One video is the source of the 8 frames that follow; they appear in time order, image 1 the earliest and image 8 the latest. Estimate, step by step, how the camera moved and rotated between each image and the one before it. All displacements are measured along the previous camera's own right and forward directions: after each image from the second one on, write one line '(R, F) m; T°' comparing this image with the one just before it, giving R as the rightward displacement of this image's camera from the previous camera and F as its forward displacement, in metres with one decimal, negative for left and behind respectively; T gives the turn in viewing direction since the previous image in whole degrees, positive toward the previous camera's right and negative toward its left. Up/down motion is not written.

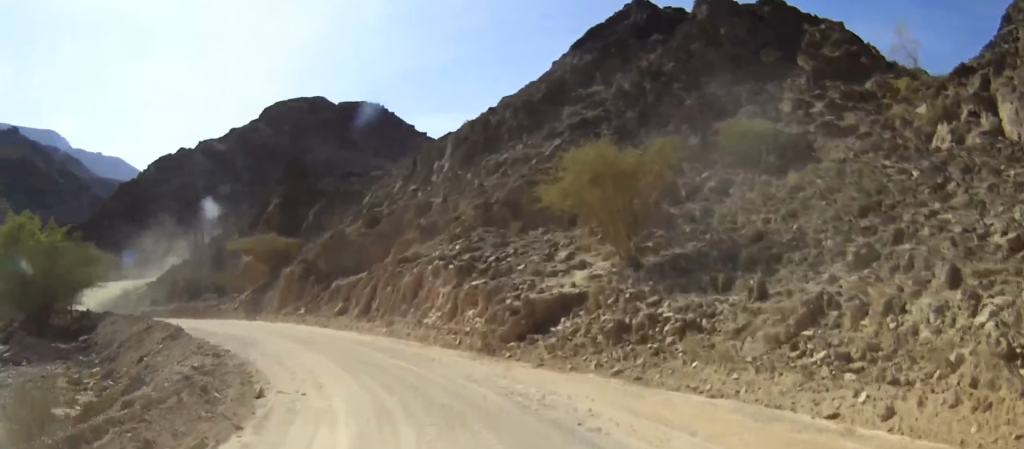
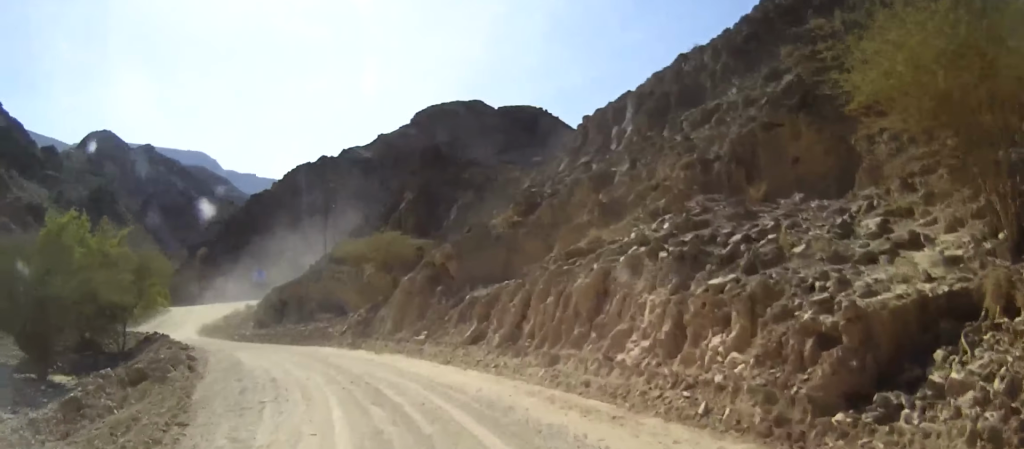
(-0.5, +12.8) m; -8°
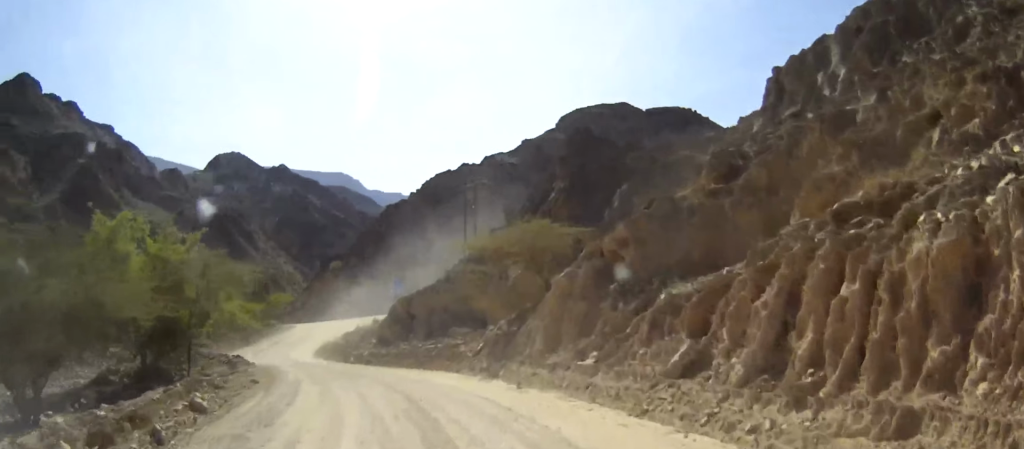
(-0.7, +8.5) m; -10°
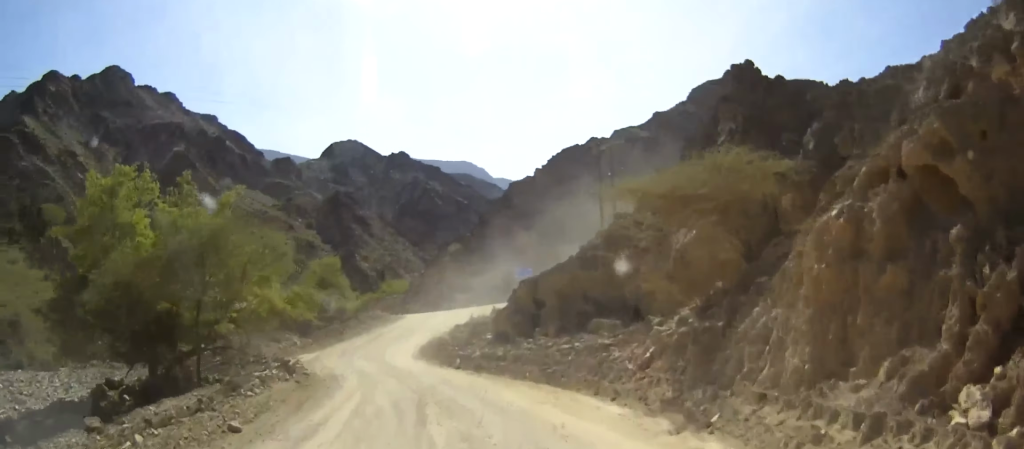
(-1.0, +9.2) m; -12°
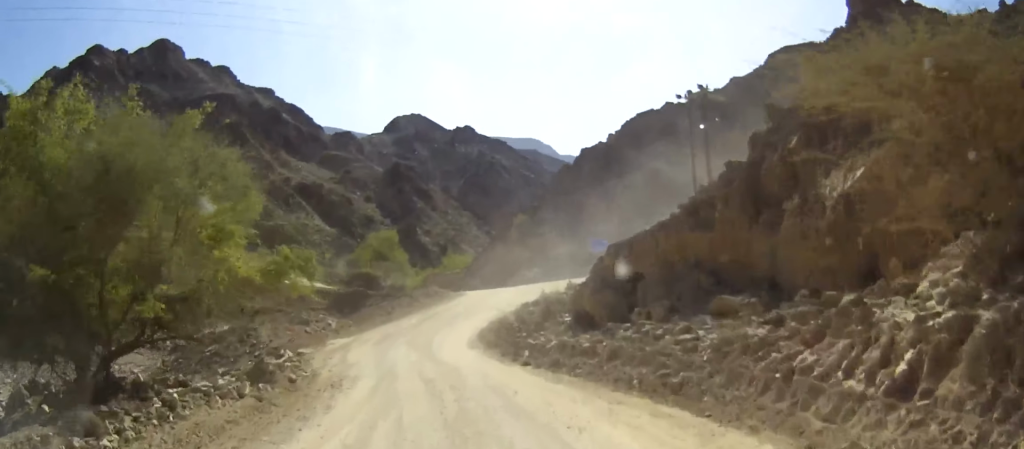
(-0.4, +7.0) m; -8°
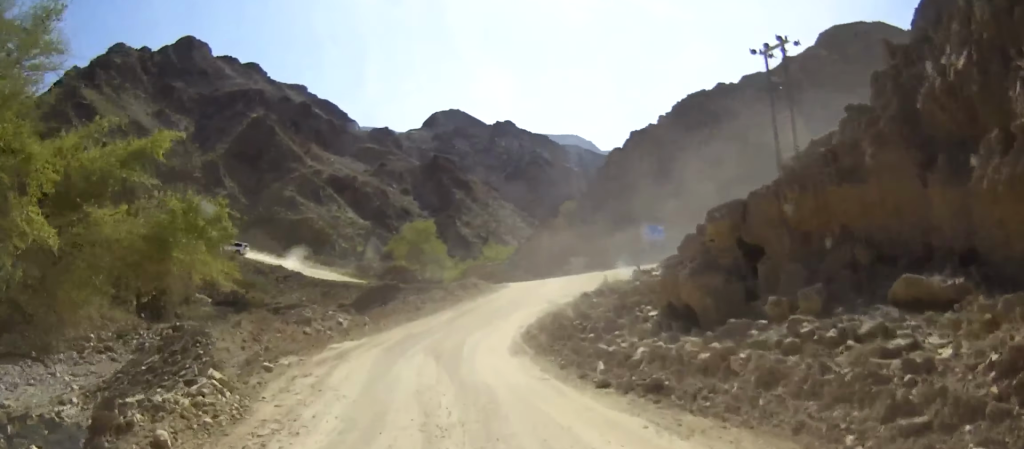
(-0.7, +7.8) m; -5°
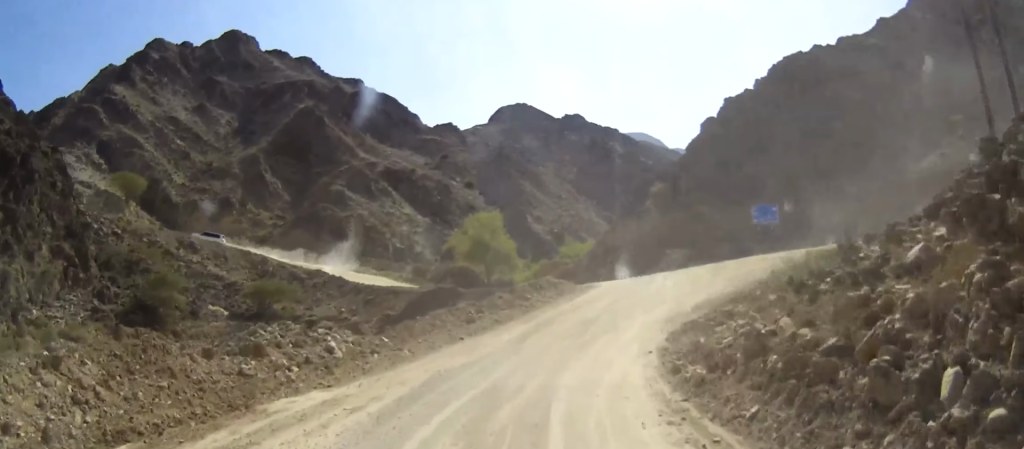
(-1.0, +14.8) m; -7°
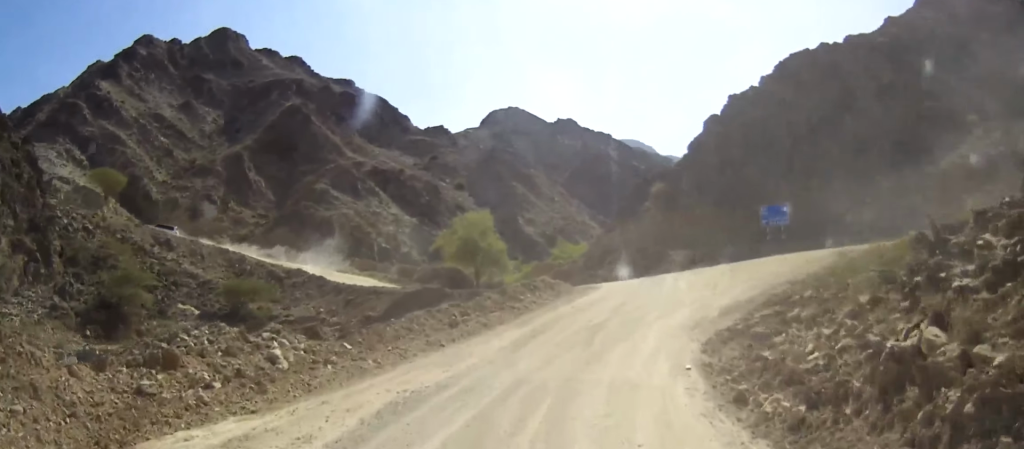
(-0.2, +5.0) m; -2°
